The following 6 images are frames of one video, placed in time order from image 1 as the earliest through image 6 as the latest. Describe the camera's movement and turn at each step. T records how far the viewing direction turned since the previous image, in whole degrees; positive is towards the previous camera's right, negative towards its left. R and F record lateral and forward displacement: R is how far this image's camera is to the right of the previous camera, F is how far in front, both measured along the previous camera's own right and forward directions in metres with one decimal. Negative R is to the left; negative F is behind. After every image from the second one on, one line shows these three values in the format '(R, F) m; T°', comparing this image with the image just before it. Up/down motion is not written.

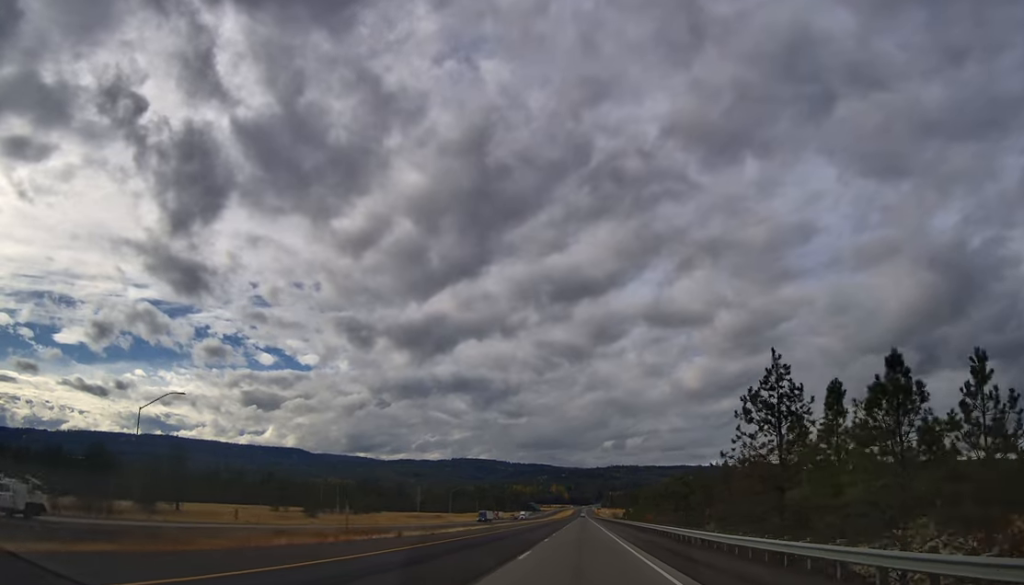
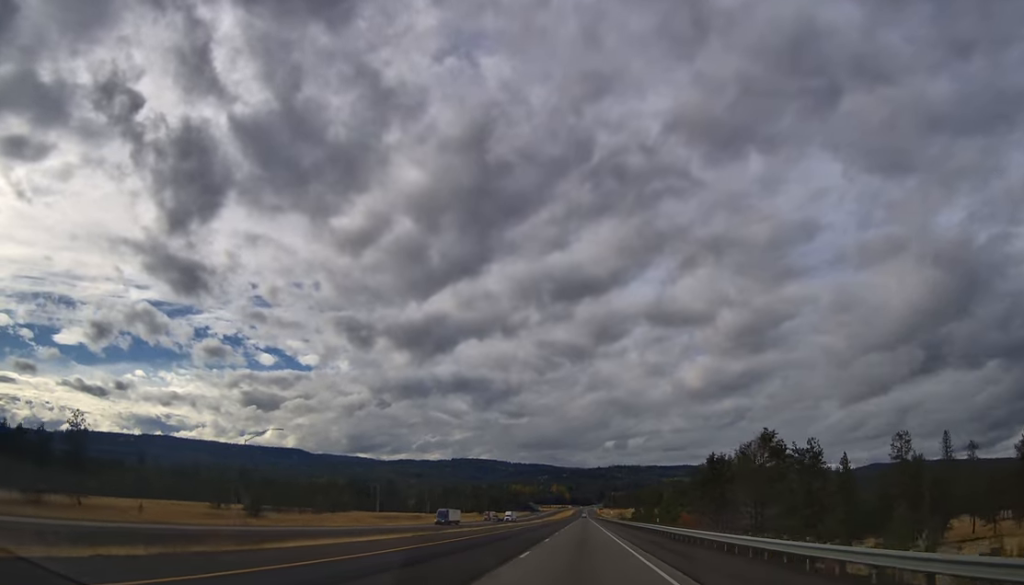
(-1.0, +36.2) m; -1°
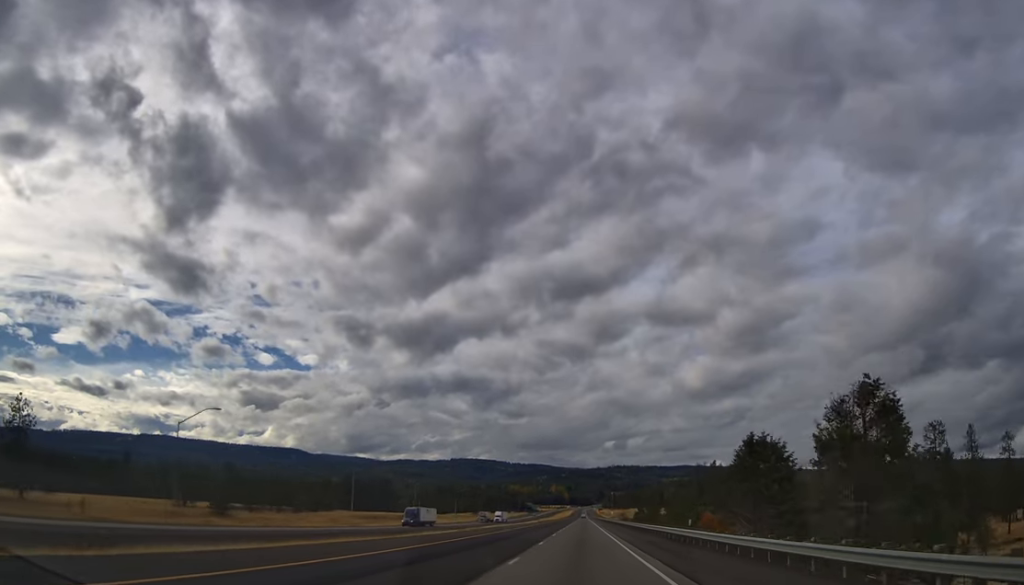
(+0.1, +15.9) m; 0°
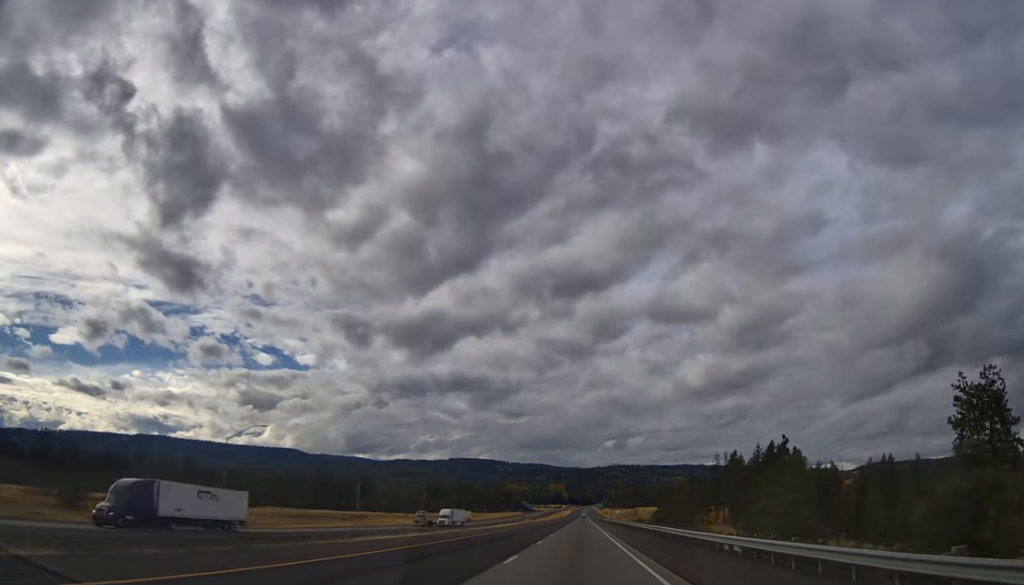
(+0.1, +48.7) m; +1°
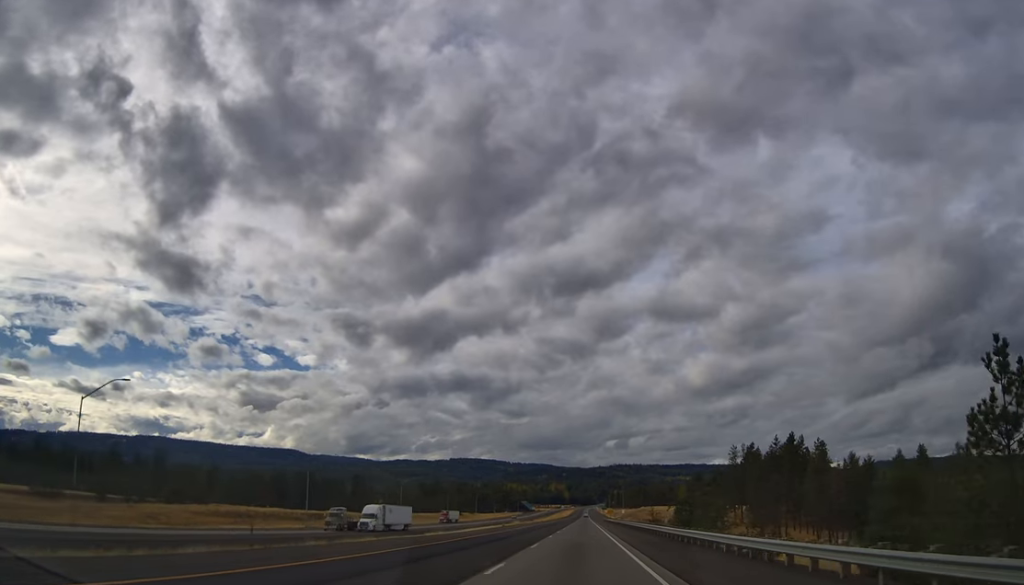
(+0.4, +28.2) m; 0°
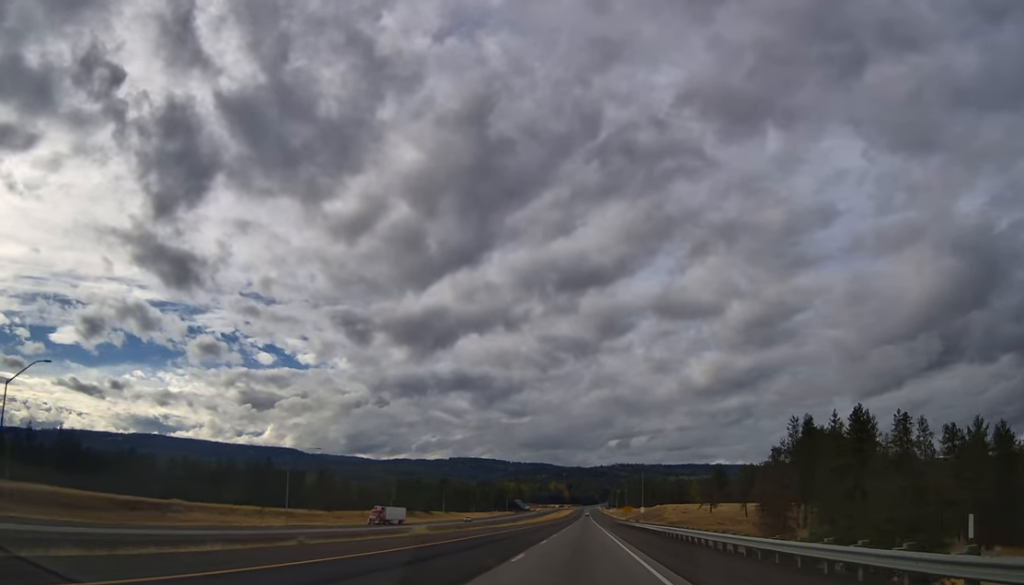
(-0.8, +69.5) m; -1°
